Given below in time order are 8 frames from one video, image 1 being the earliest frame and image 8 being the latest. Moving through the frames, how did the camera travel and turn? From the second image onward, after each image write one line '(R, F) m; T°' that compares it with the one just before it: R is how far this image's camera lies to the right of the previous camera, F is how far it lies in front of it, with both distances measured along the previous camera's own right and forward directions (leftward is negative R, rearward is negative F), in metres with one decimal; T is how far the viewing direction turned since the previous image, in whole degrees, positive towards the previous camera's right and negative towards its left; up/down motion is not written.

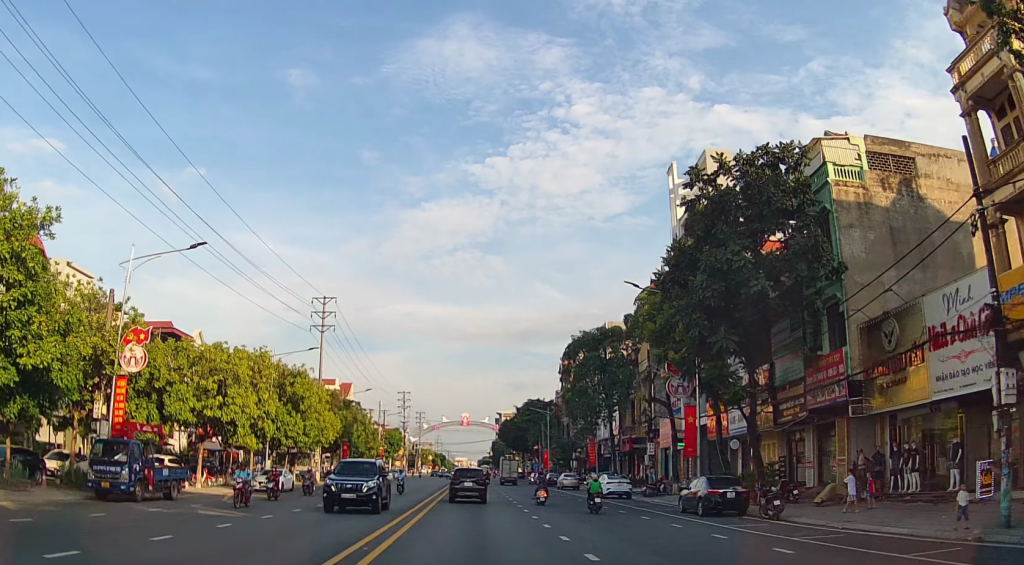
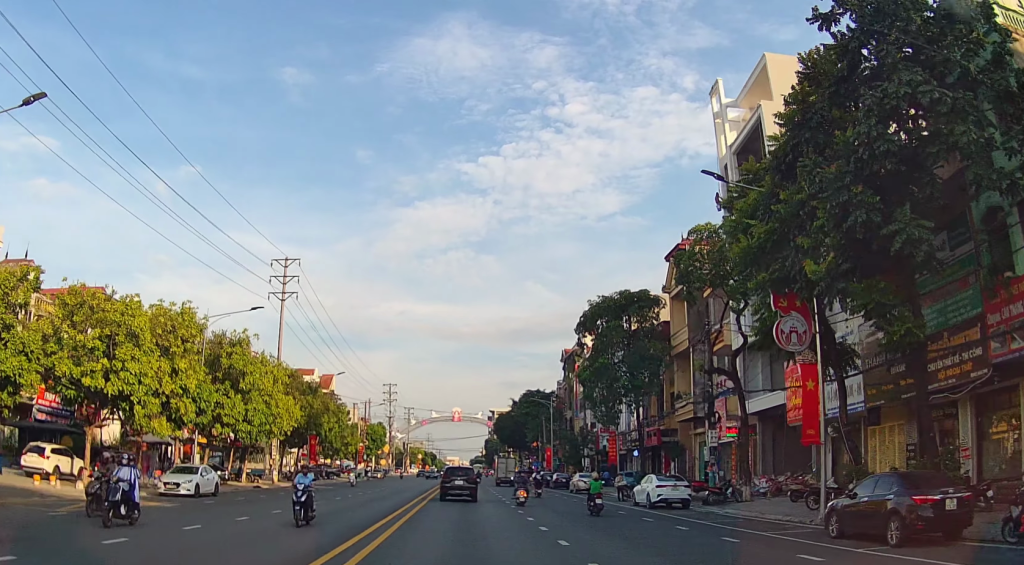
(+0.3, +14.0) m; +1°
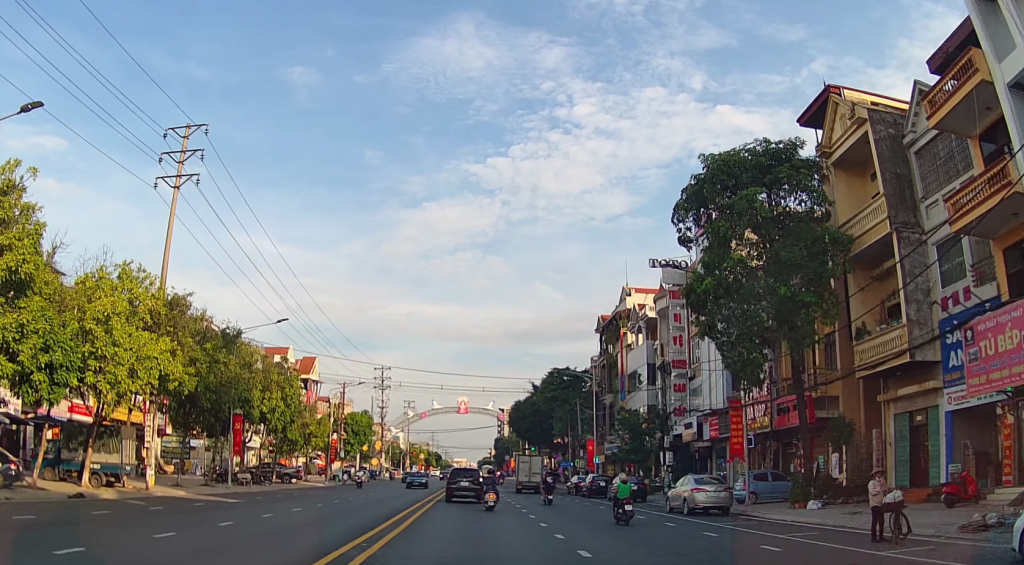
(-0.5, +25.8) m; -2°
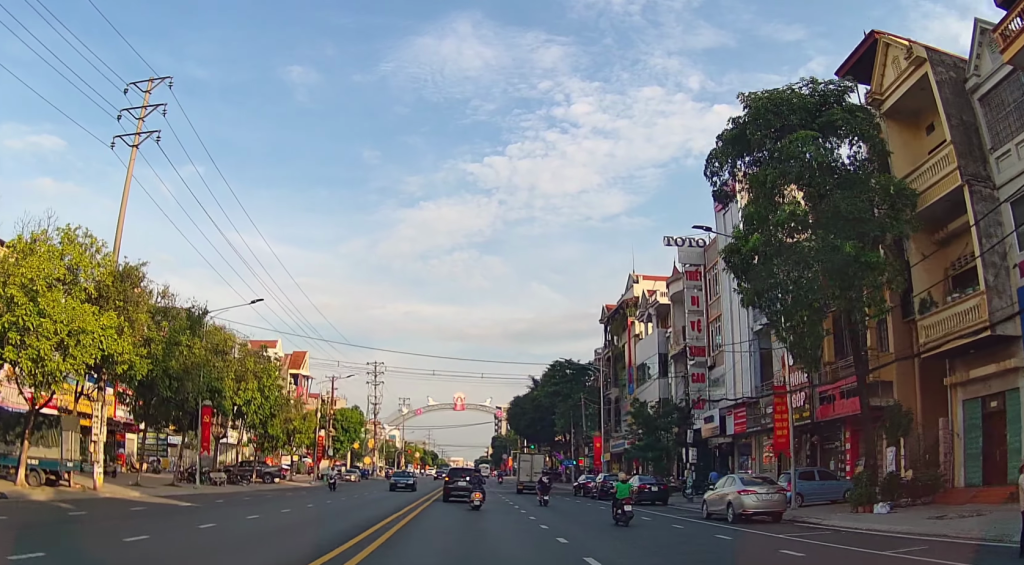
(+0.1, +4.9) m; 0°
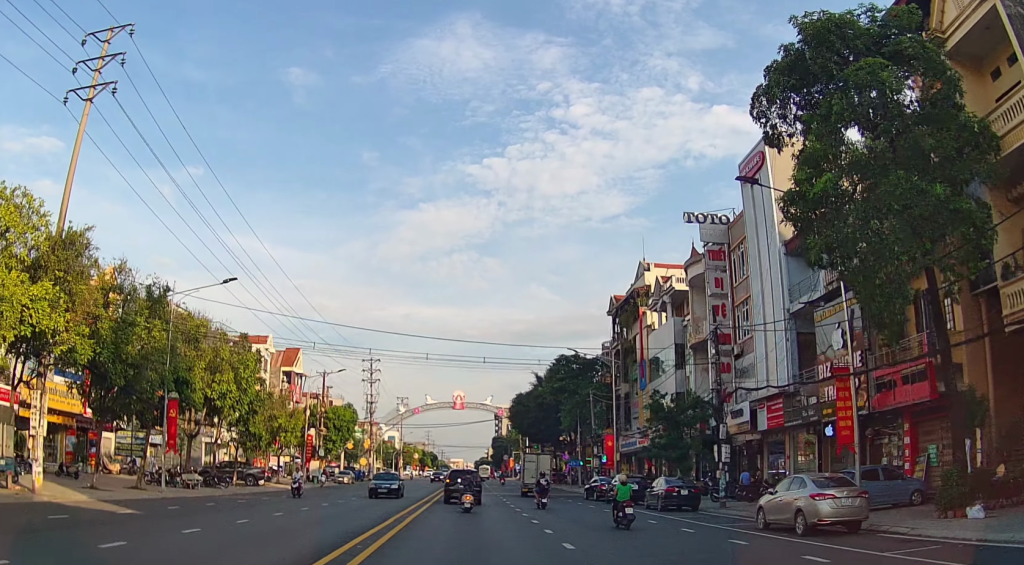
(0.0, +5.1) m; 0°
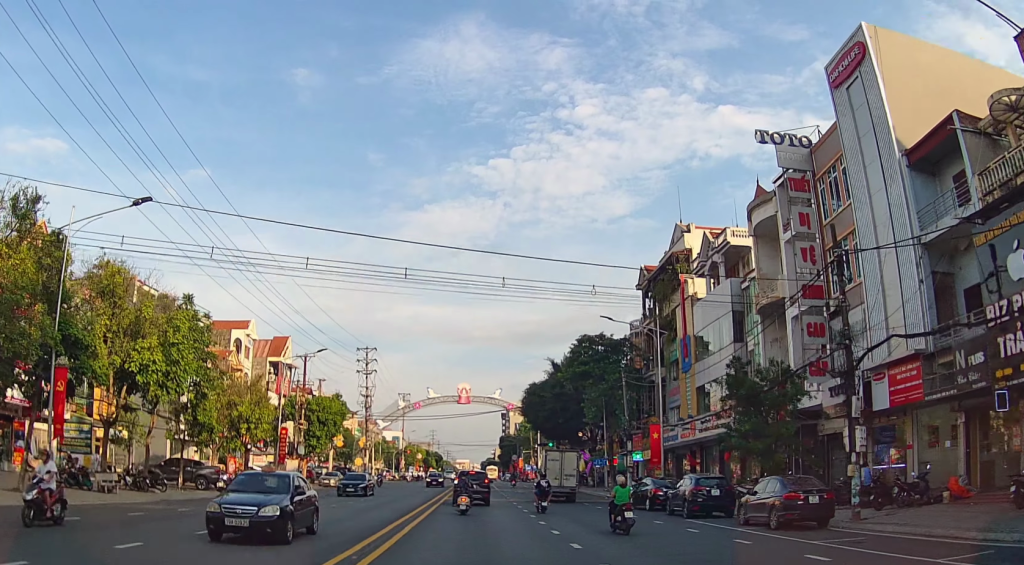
(0.0, +11.6) m; 0°
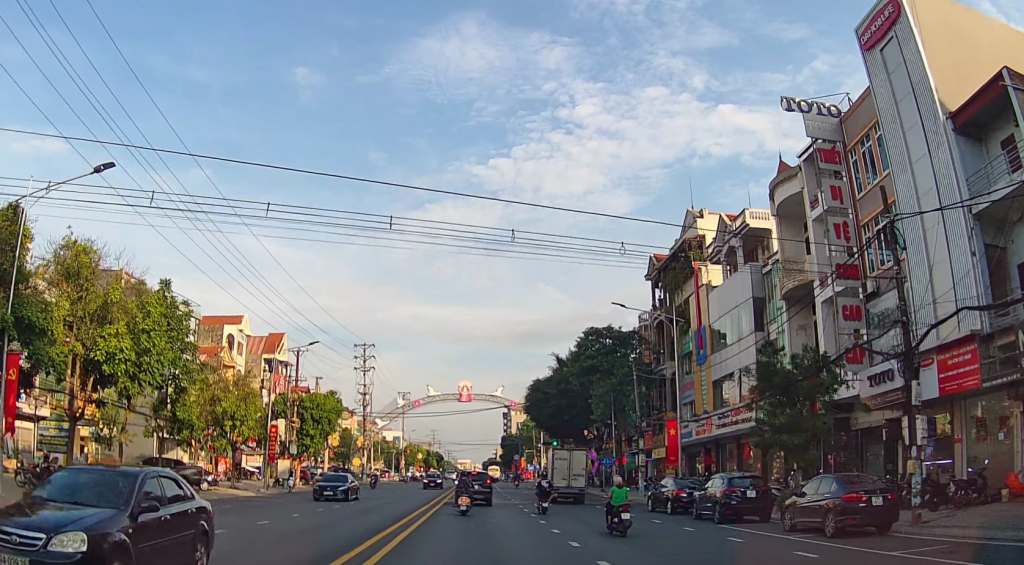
(0.0, +3.6) m; 0°
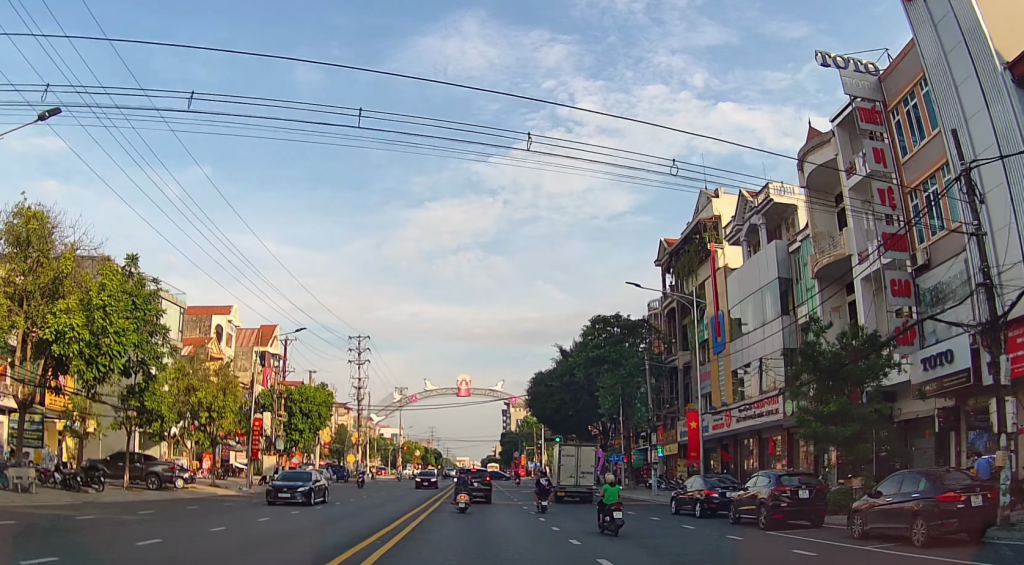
(0.0, +3.8) m; +2°
